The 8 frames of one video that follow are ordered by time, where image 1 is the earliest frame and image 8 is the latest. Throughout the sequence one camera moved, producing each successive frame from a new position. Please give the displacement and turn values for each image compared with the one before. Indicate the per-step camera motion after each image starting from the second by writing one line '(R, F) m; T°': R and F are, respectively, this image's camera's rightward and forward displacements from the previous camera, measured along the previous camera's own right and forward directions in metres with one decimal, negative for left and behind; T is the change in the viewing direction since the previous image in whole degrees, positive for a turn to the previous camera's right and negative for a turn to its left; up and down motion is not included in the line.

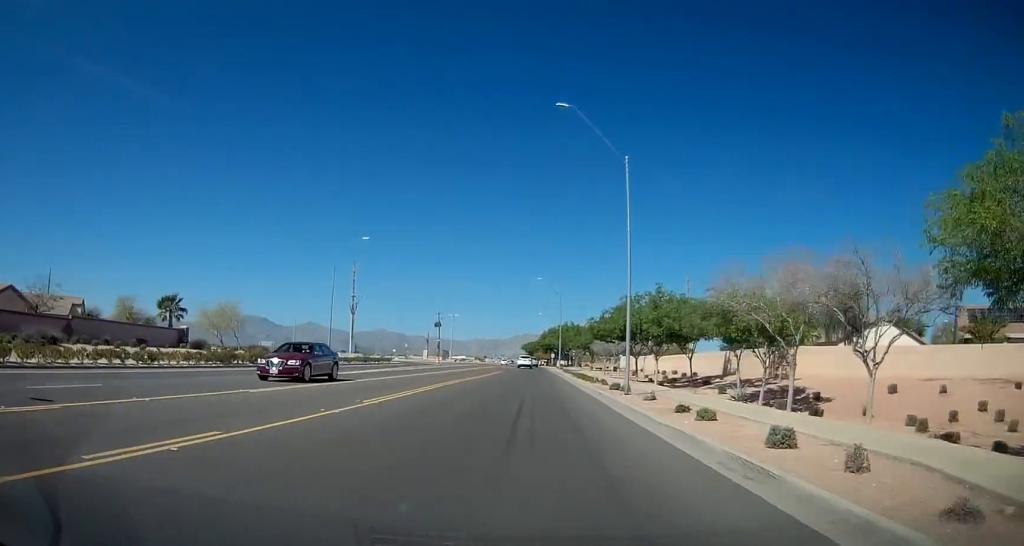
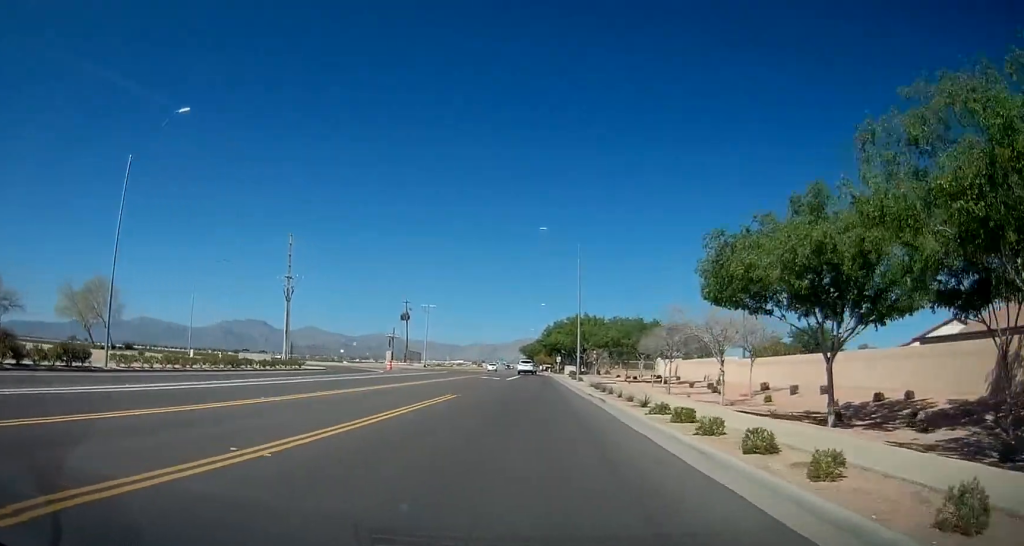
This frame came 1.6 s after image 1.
(+0.3, +33.5) m; +1°
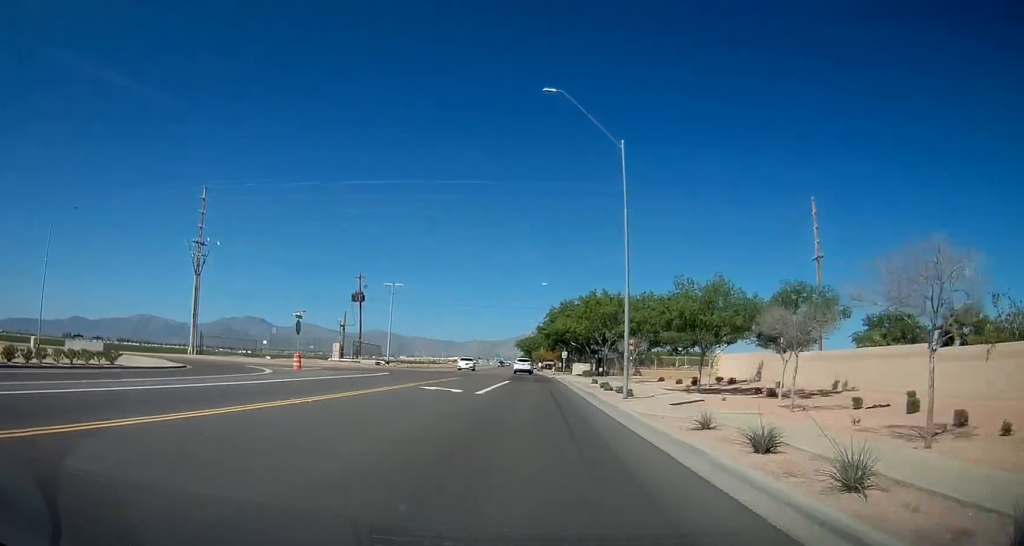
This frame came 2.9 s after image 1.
(+0.1, +25.5) m; 0°
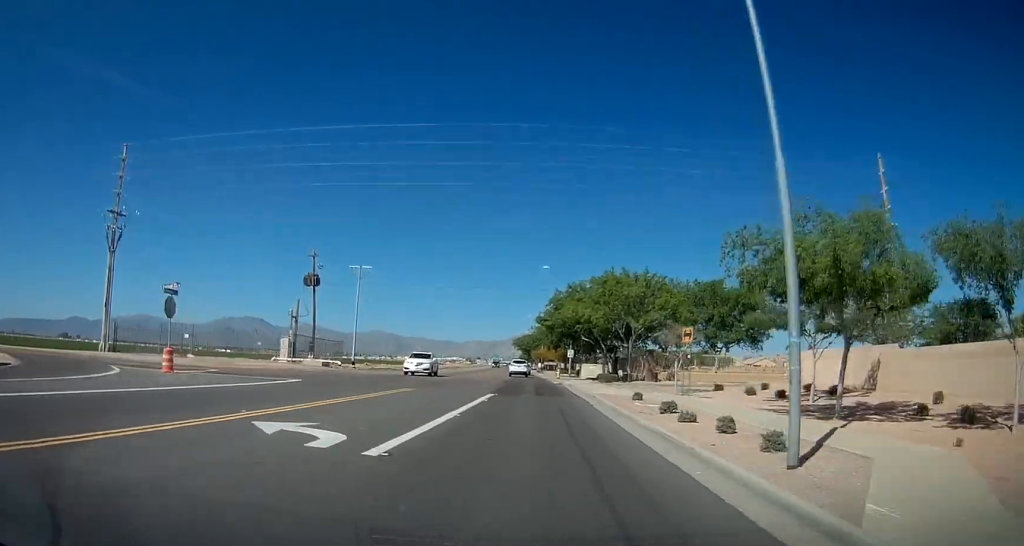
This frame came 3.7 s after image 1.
(0.0, +15.2) m; -1°
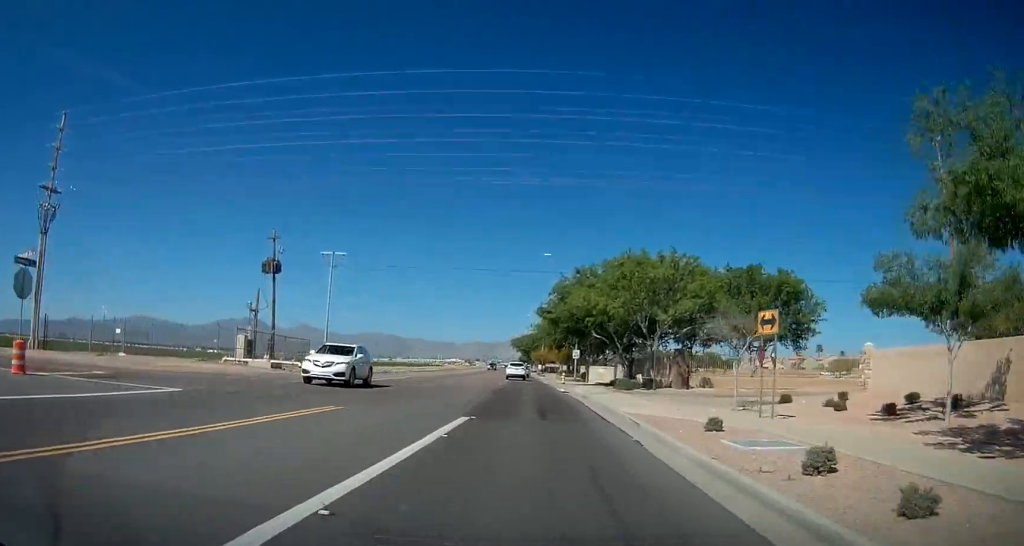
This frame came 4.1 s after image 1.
(0.0, +9.2) m; -1°
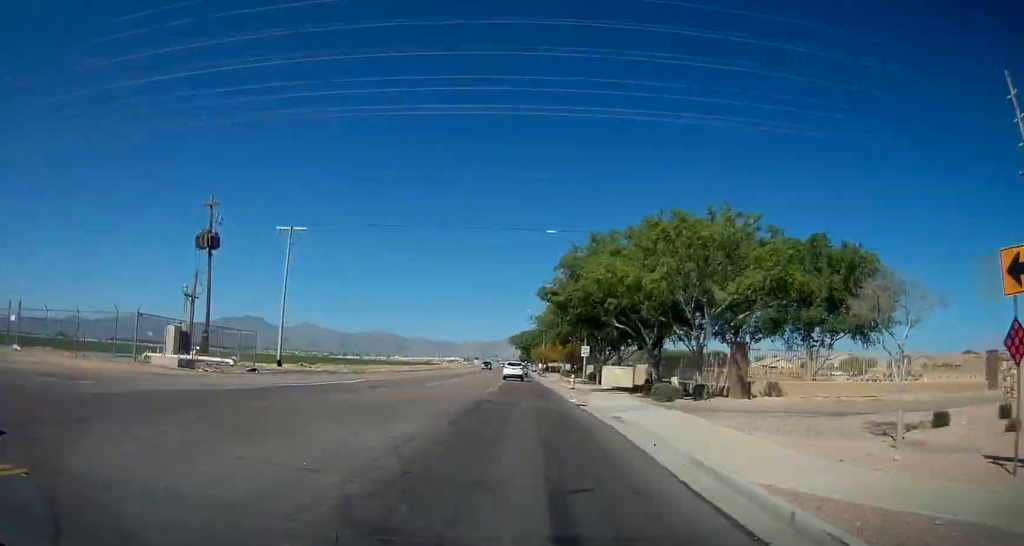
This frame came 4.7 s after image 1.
(0.0, +10.4) m; -1°
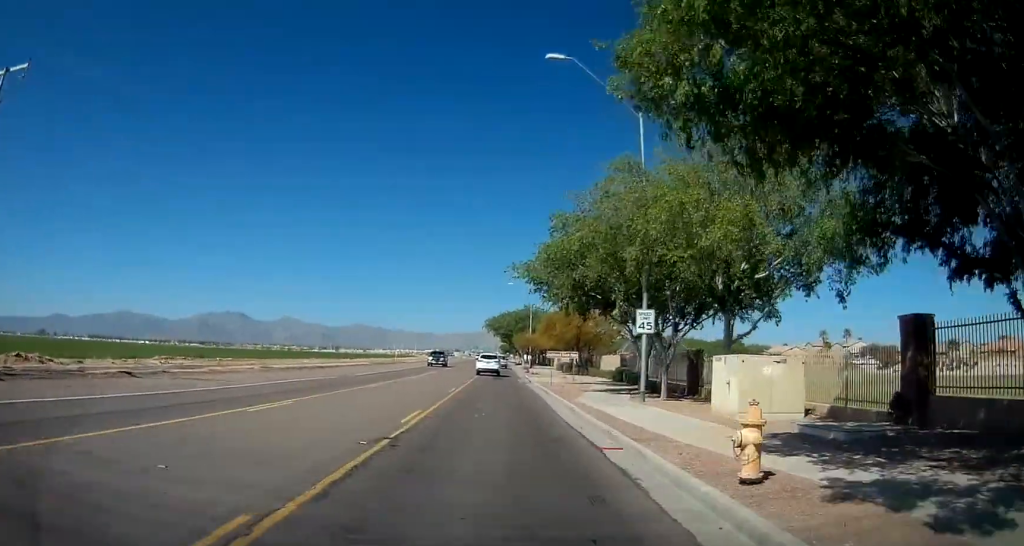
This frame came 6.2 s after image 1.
(-0.7, +29.2) m; -1°
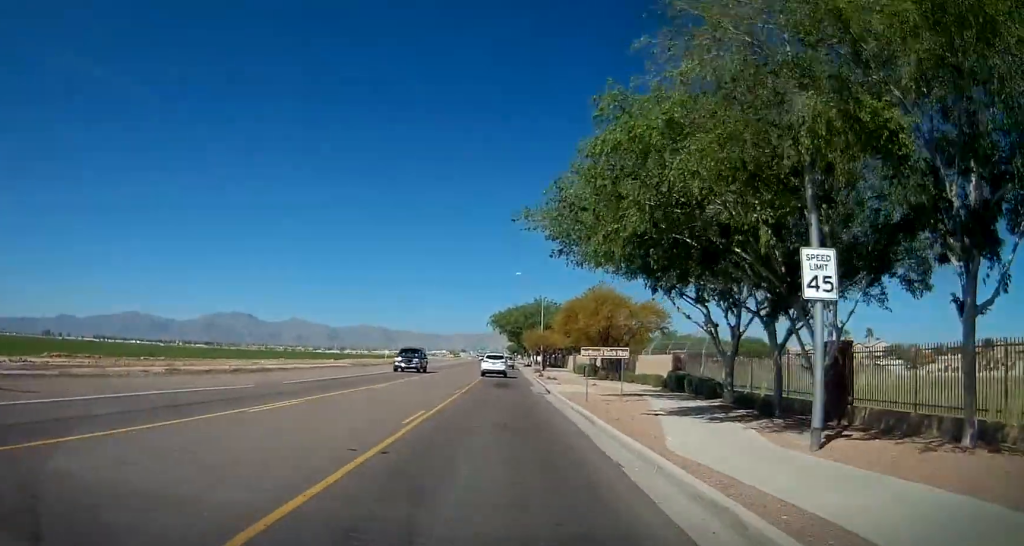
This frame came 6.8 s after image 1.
(-0.1, +12.0) m; +1°
